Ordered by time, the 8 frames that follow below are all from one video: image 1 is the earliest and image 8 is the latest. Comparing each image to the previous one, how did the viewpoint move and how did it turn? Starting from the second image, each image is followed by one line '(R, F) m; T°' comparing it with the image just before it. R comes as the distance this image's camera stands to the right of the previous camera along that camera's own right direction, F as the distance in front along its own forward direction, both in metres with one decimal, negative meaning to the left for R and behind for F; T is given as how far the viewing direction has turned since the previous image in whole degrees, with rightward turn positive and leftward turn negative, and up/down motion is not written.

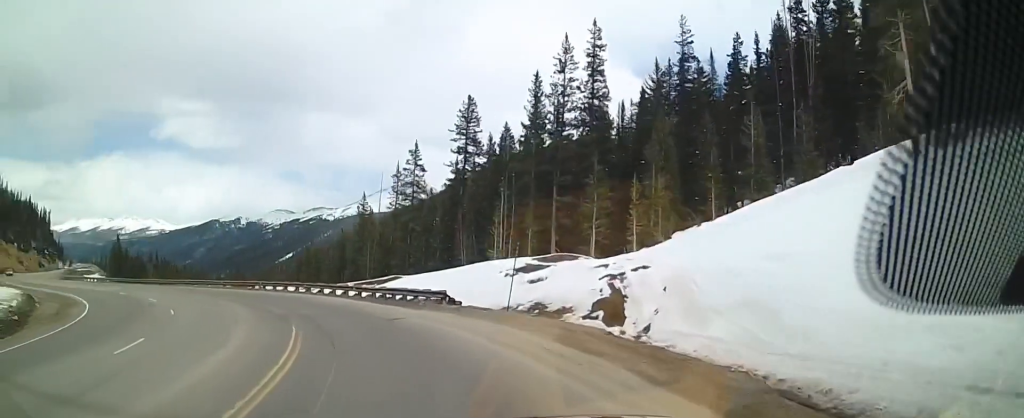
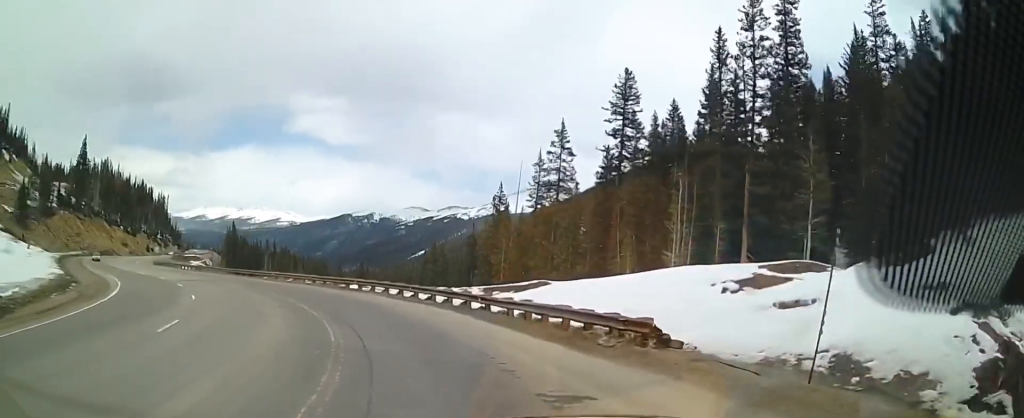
(-1.5, +14.0) m; -12°
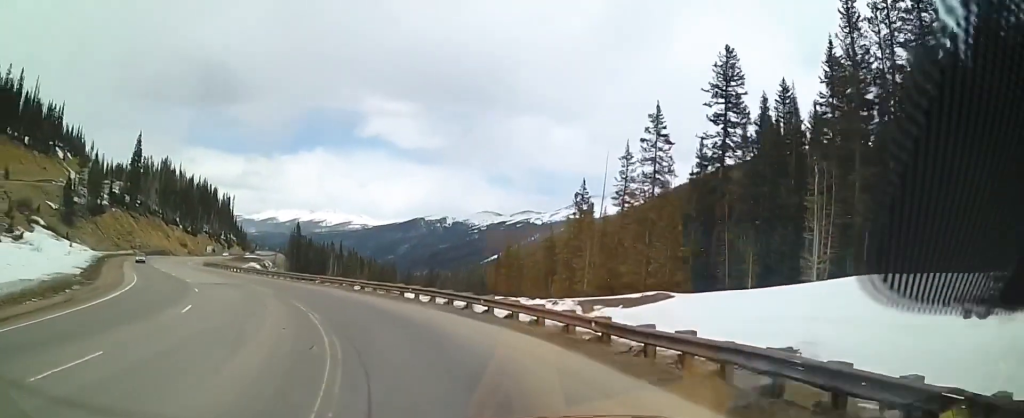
(-0.8, +8.8) m; -11°
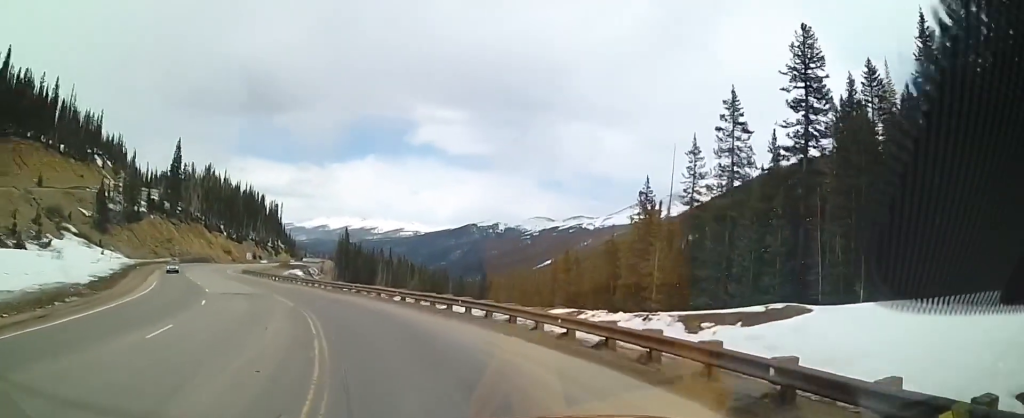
(-0.5, +6.3) m; -8°
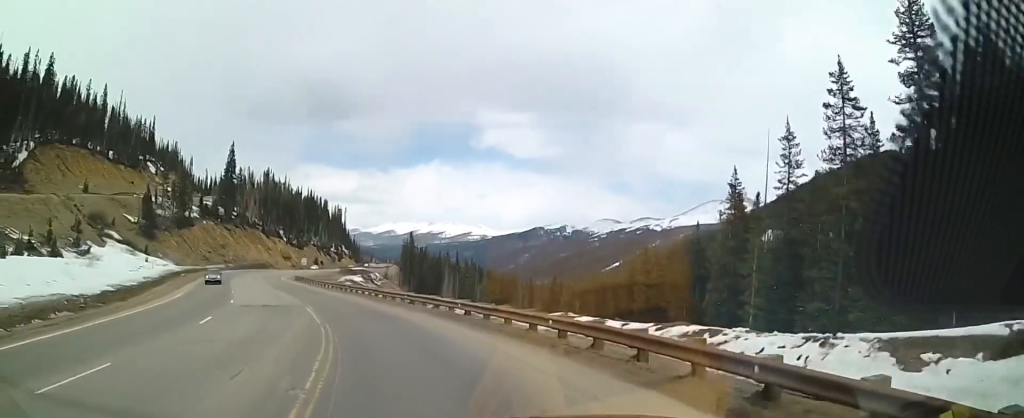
(-0.4, +7.2) m; -7°
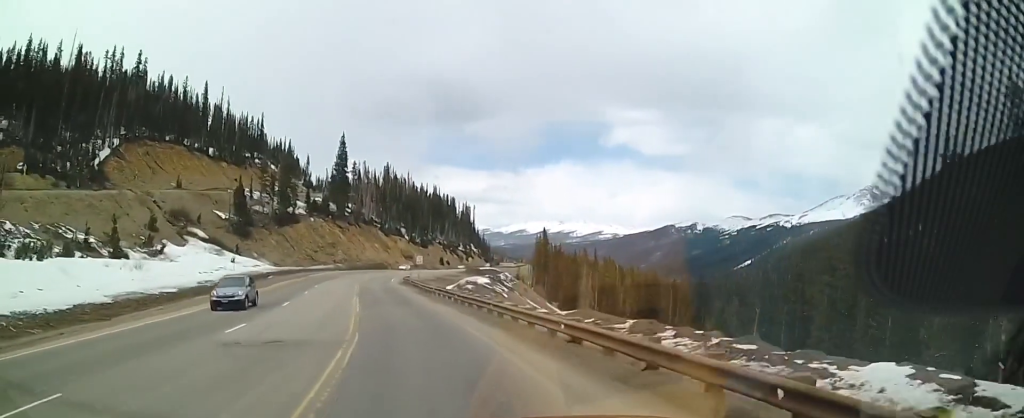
(-2.5, +14.7) m; -19°
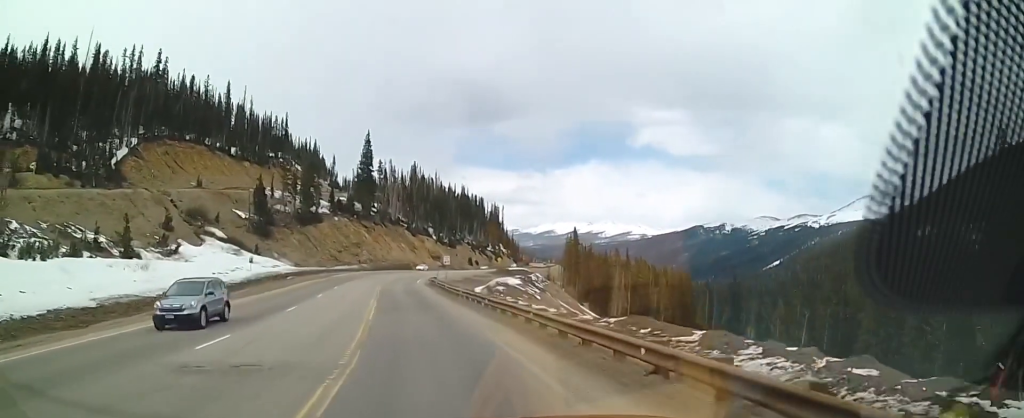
(-0.1, +3.6) m; -5°
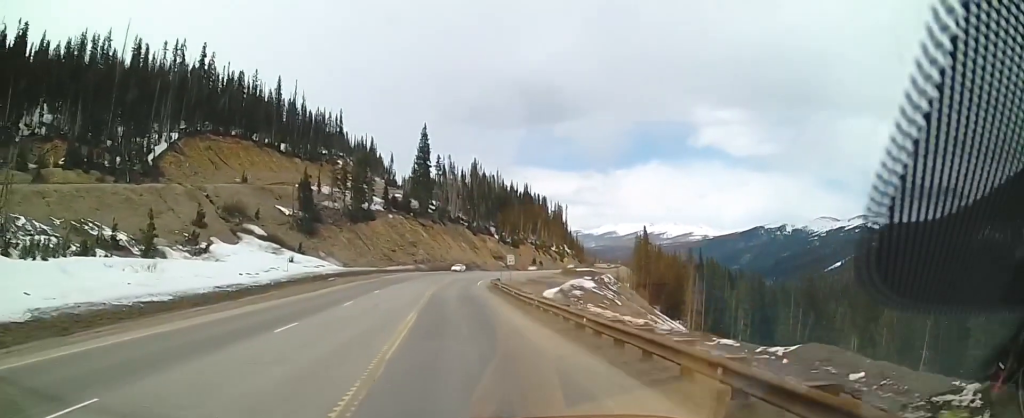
(-0.8, +8.0) m; -8°
